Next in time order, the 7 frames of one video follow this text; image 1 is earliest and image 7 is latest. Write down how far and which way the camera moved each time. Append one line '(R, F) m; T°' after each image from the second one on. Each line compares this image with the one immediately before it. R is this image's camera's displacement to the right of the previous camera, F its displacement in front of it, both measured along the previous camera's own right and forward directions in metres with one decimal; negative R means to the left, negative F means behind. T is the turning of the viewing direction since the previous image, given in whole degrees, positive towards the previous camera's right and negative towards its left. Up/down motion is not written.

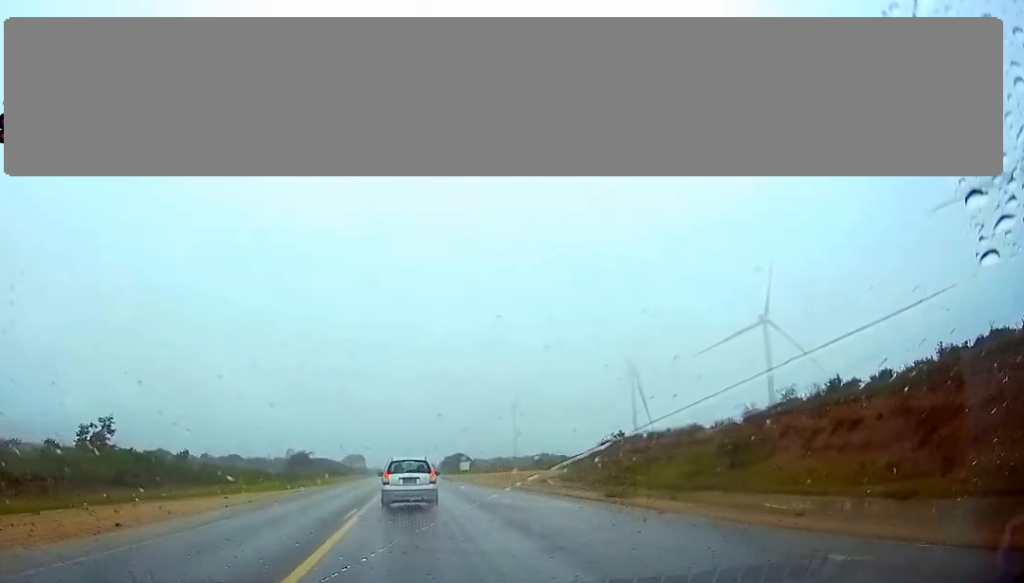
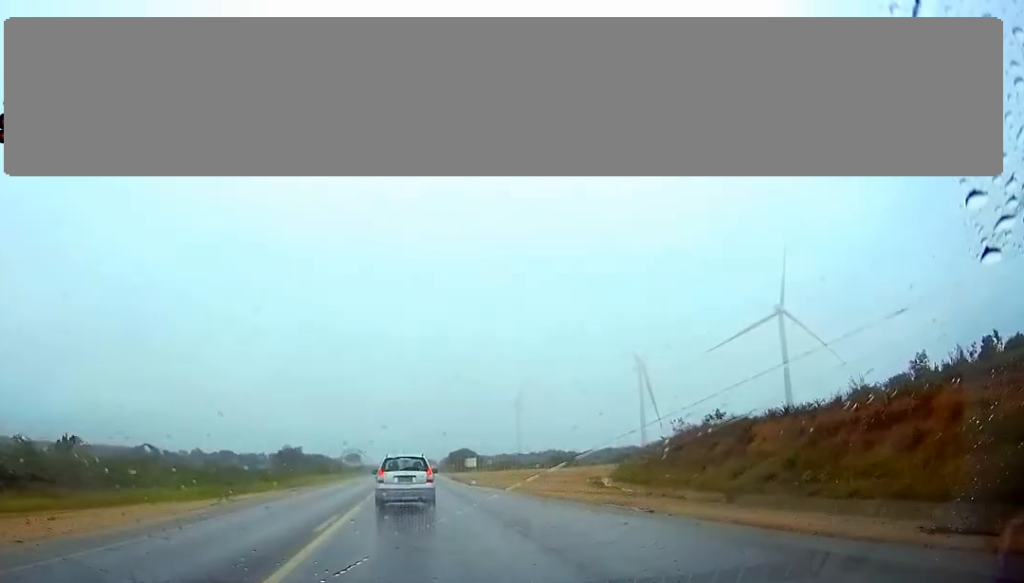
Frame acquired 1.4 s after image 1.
(-0.1, +22.7) m; 0°
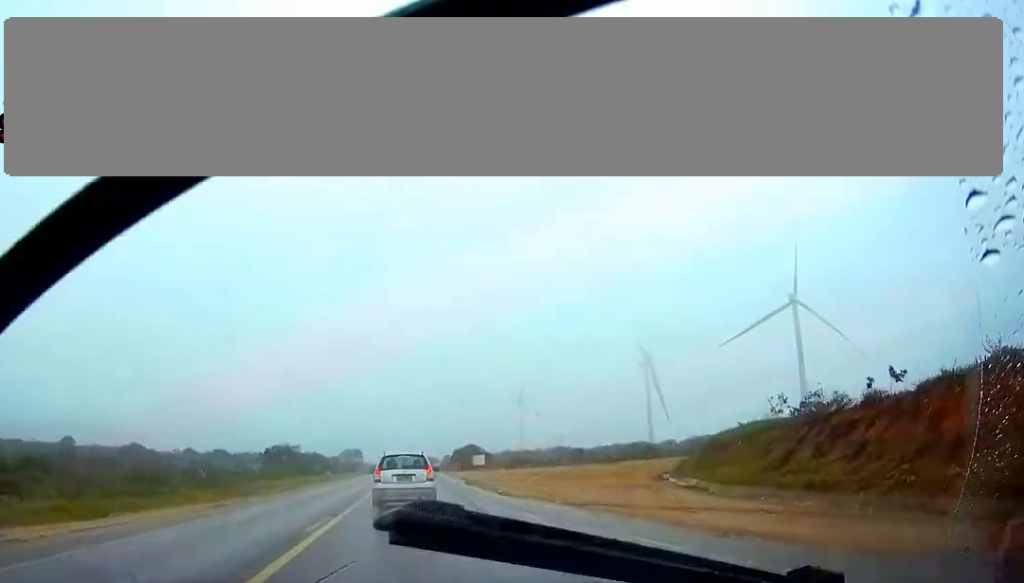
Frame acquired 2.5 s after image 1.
(+0.1, +18.9) m; 0°
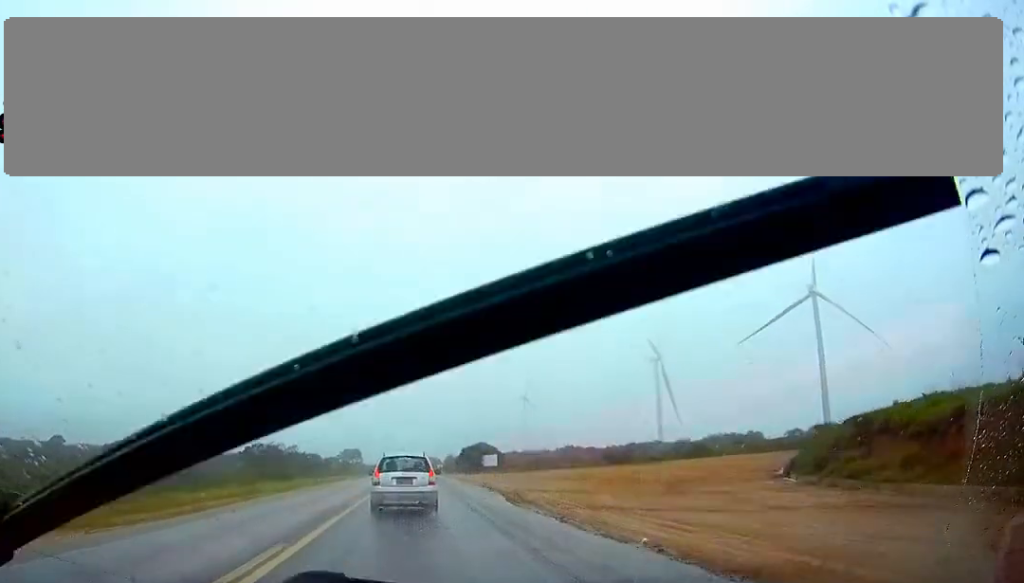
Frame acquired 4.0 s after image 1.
(0.0, +23.7) m; 0°
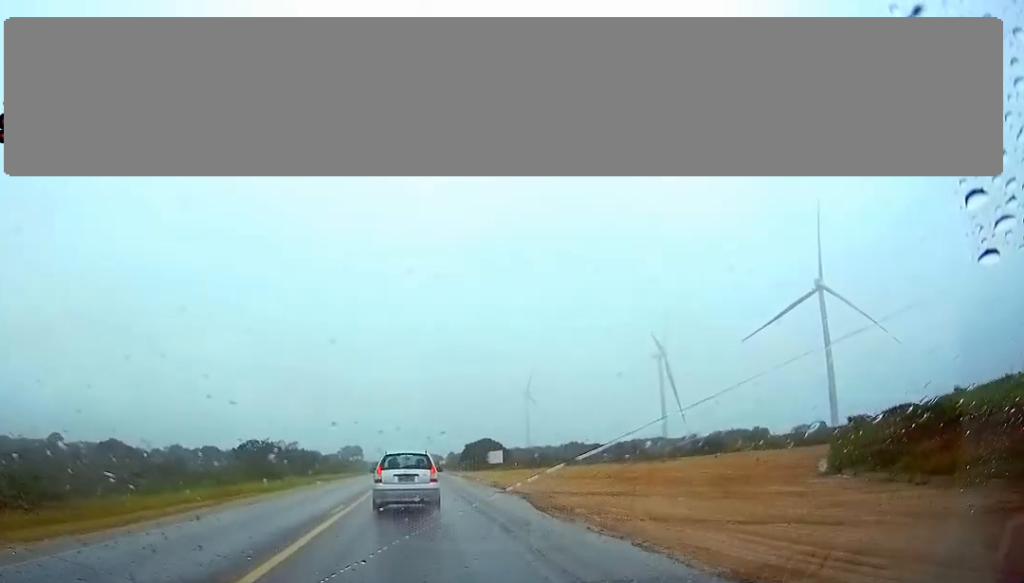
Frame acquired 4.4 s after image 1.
(0.0, +6.7) m; 0°
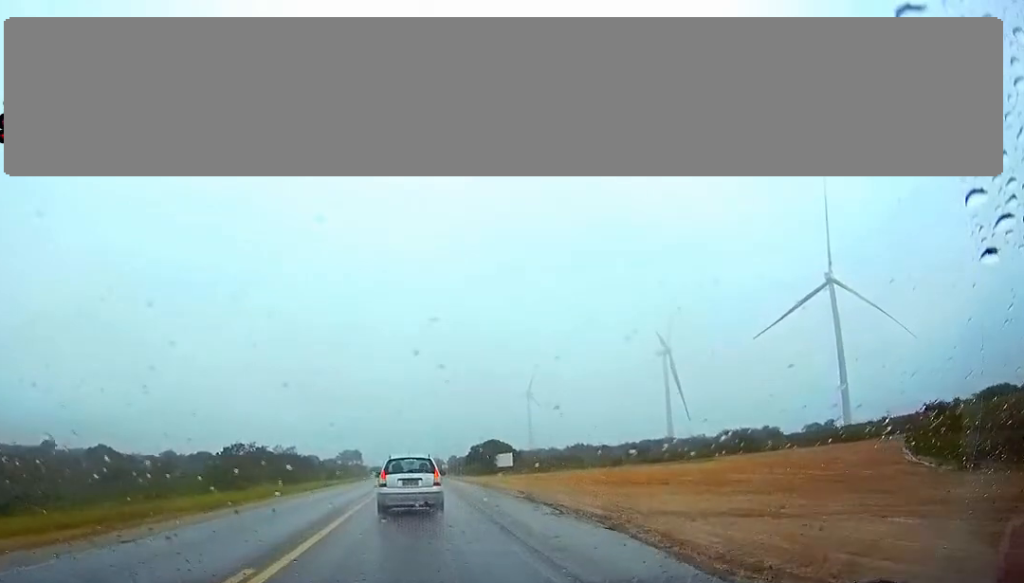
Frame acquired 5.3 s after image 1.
(0.0, +13.7) m; 0°
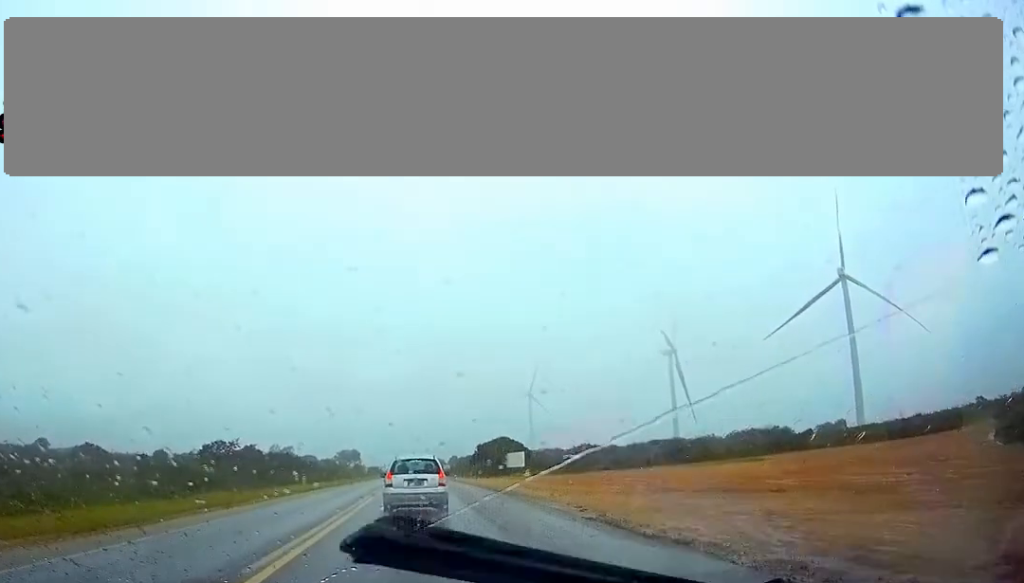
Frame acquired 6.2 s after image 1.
(-0.1, +14.0) m; 0°
